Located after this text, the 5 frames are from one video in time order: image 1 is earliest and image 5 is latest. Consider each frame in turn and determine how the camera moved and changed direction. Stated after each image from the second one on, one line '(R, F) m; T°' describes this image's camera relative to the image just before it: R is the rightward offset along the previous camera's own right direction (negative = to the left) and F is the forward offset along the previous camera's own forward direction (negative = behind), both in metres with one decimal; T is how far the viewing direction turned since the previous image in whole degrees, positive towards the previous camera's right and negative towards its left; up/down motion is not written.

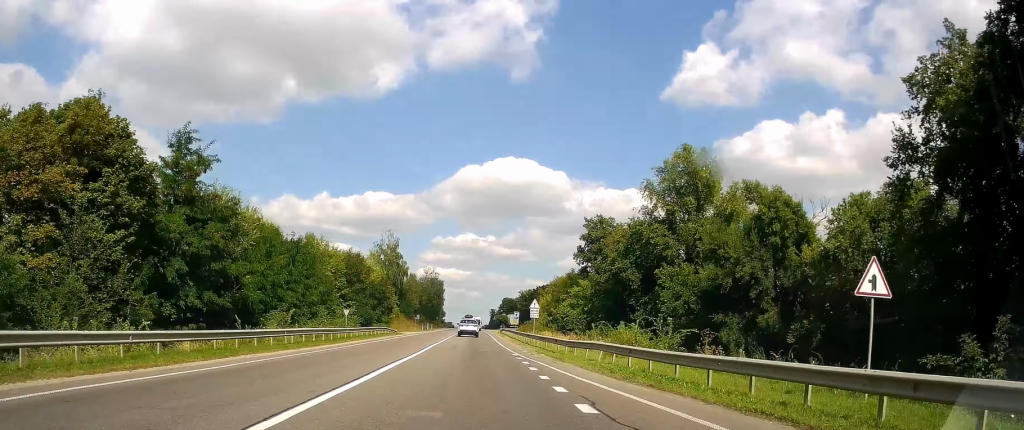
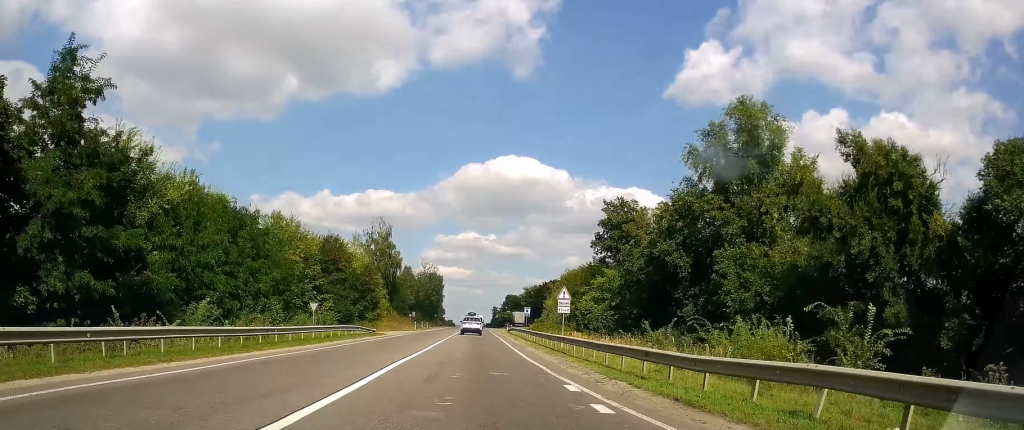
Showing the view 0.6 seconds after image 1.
(-0.1, +14.6) m; -1°
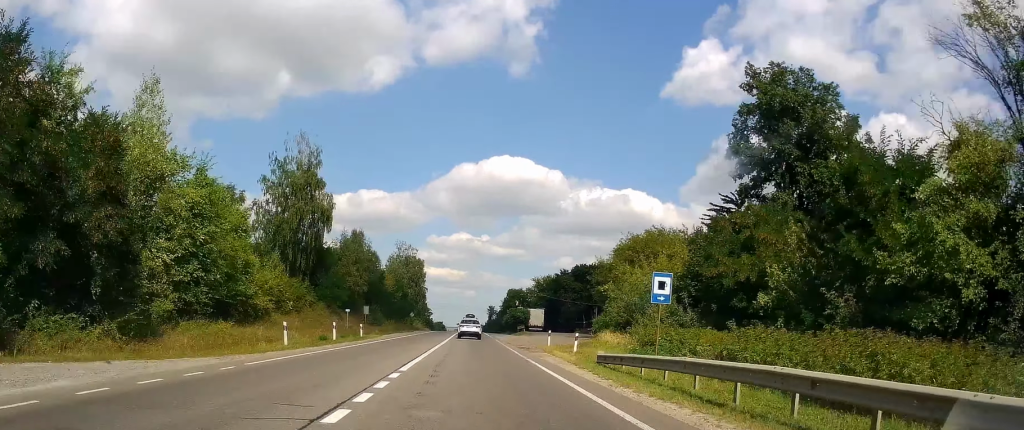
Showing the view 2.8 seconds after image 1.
(-0.8, +55.8) m; 0°
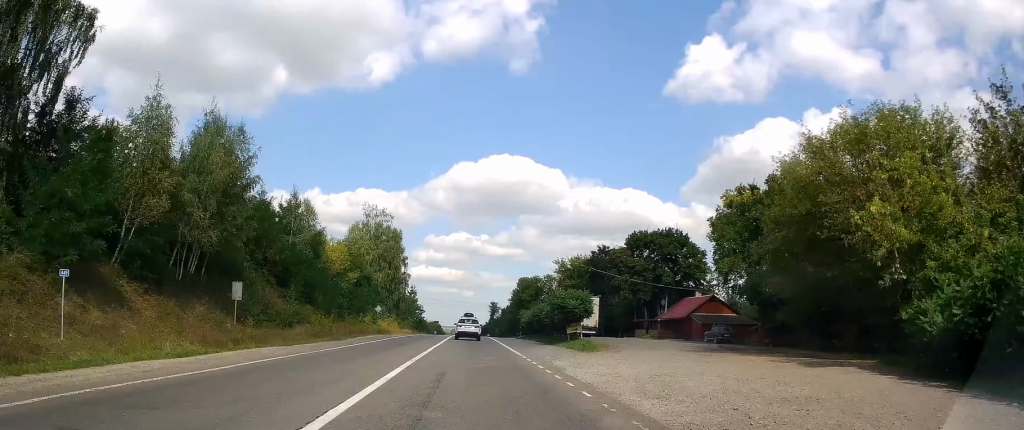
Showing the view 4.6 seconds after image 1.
(+0.4, +46.7) m; 0°
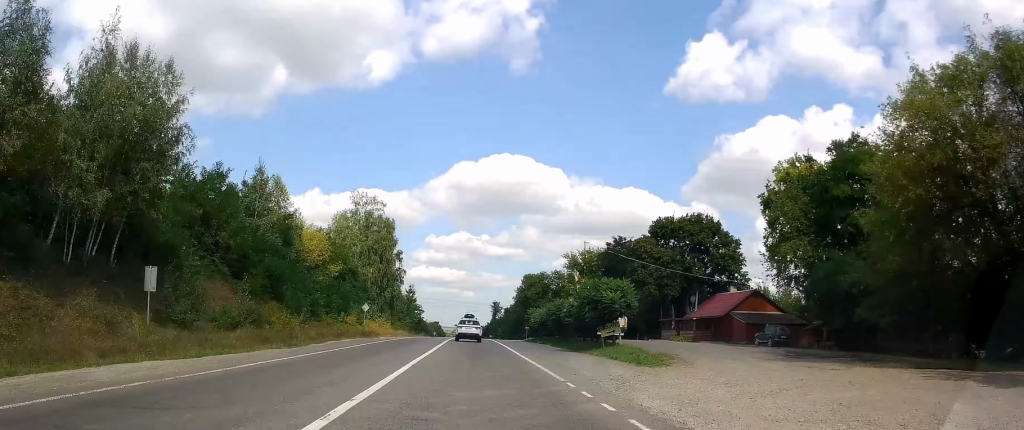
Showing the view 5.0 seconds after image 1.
(0.0, +10.7) m; 0°
